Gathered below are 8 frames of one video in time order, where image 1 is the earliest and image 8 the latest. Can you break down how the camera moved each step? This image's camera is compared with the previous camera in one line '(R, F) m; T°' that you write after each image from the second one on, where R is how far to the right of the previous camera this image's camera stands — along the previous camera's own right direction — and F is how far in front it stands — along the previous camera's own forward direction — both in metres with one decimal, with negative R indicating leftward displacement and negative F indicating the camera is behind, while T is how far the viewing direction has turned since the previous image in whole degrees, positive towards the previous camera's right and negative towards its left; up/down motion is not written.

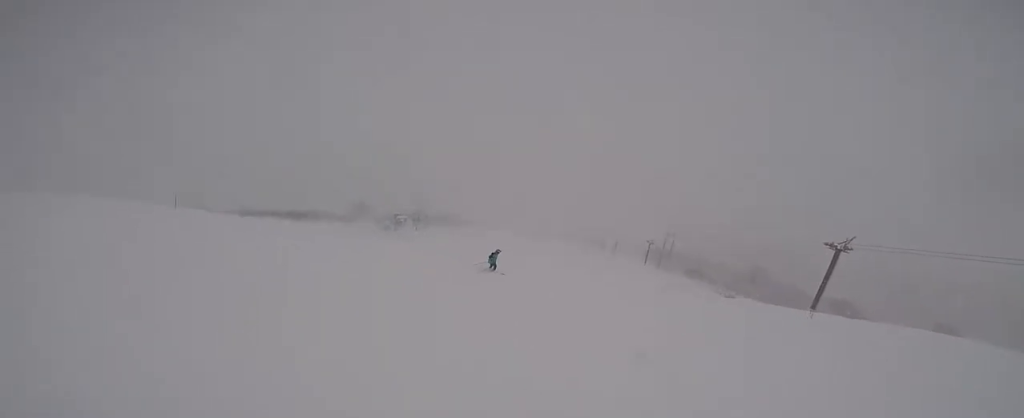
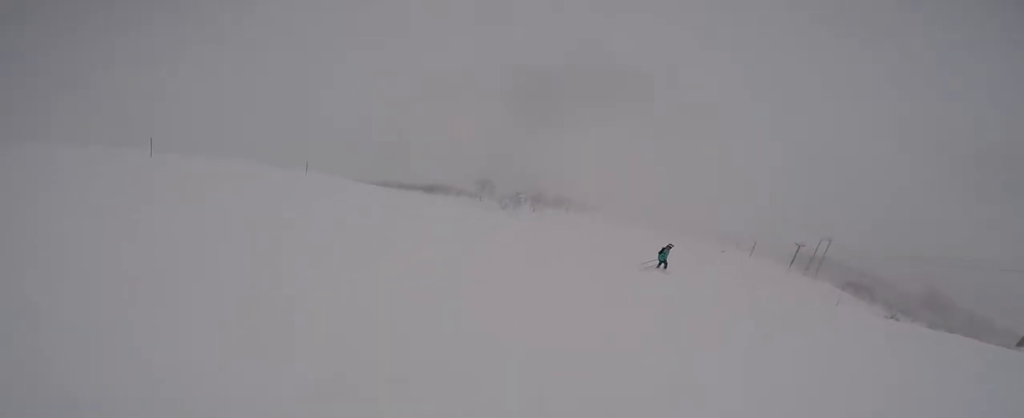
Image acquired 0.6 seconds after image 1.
(-0.7, +2.9) m; -16°
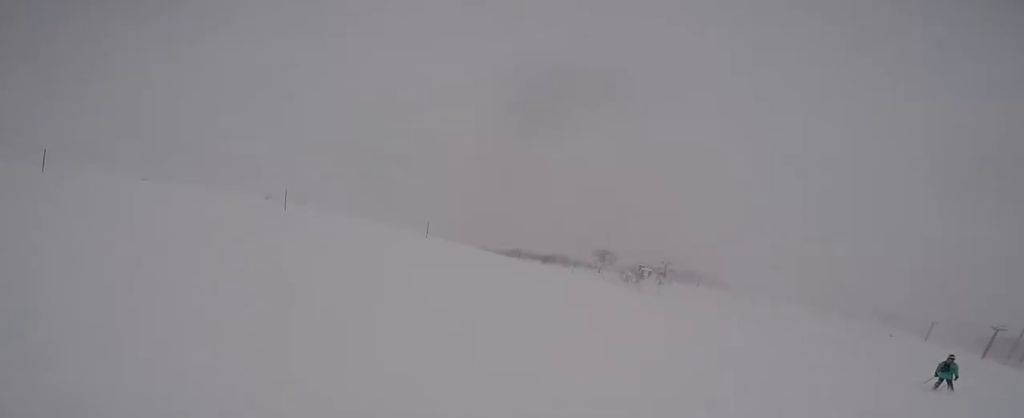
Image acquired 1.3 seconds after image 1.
(-0.5, +3.5) m; -13°
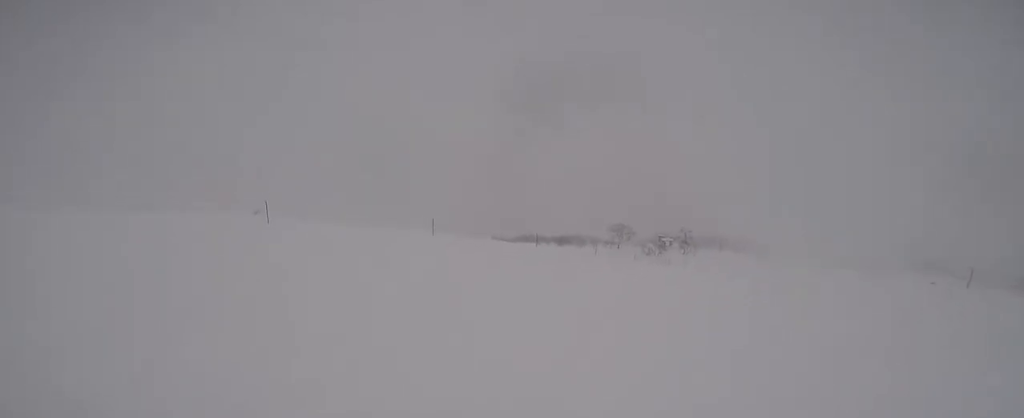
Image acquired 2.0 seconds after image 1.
(-0.6, +3.6) m; -2°
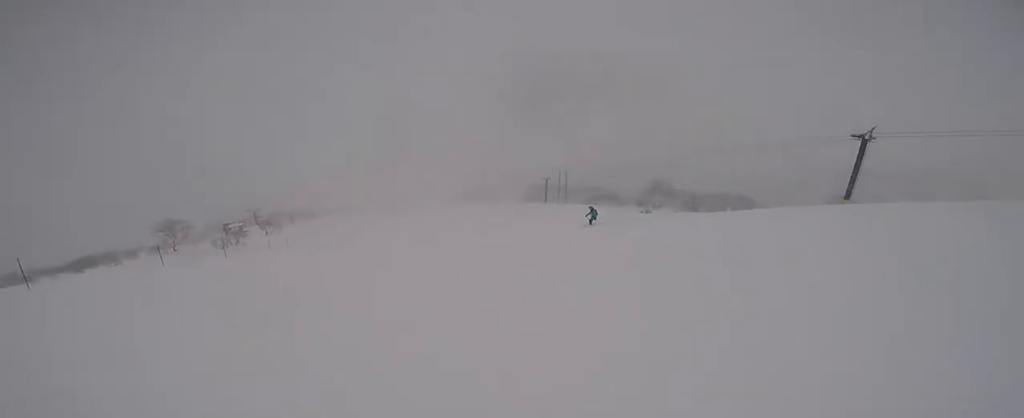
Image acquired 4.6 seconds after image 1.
(+6.5, +9.9) m; +68°
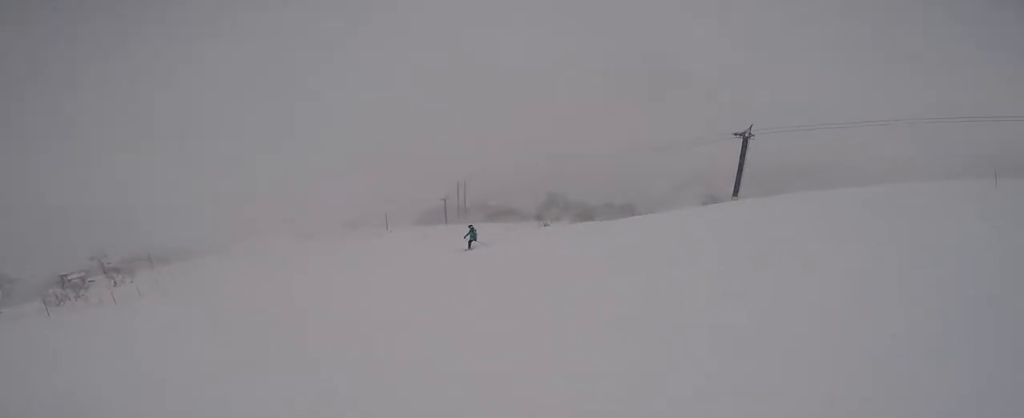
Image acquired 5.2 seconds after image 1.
(+0.4, +3.0) m; +9°
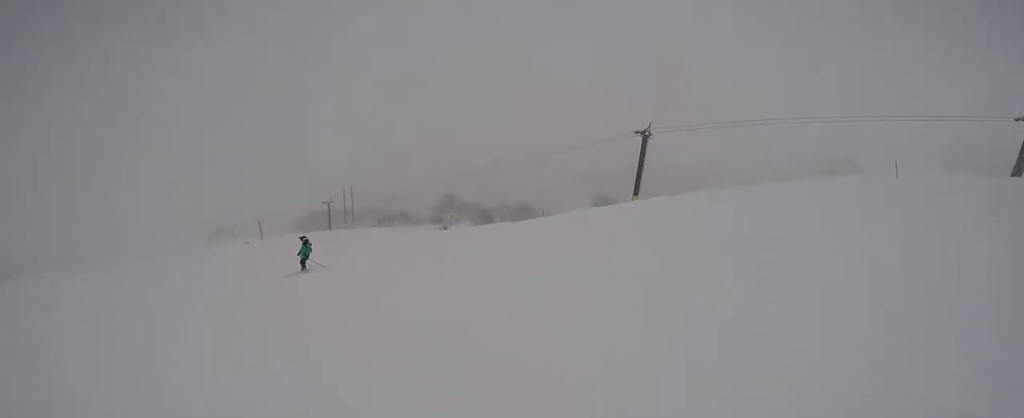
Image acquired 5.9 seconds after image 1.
(0.0, +3.5) m; +6°
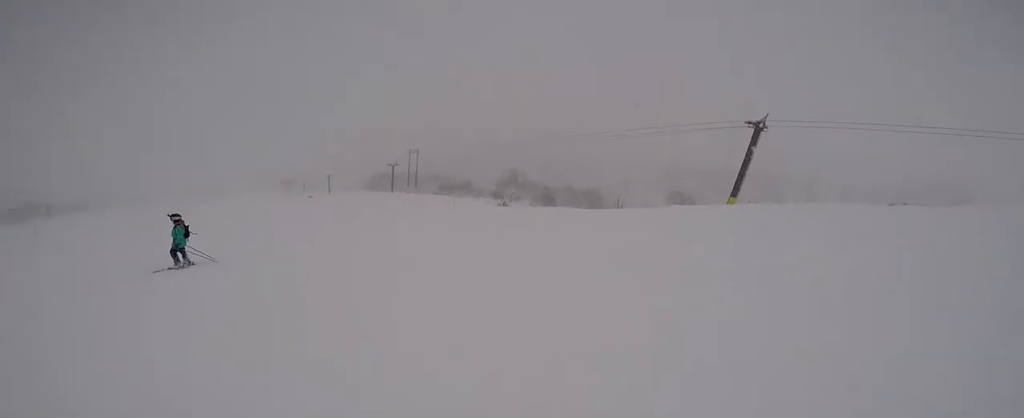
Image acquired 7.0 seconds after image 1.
(+0.7, +5.6) m; +5°
